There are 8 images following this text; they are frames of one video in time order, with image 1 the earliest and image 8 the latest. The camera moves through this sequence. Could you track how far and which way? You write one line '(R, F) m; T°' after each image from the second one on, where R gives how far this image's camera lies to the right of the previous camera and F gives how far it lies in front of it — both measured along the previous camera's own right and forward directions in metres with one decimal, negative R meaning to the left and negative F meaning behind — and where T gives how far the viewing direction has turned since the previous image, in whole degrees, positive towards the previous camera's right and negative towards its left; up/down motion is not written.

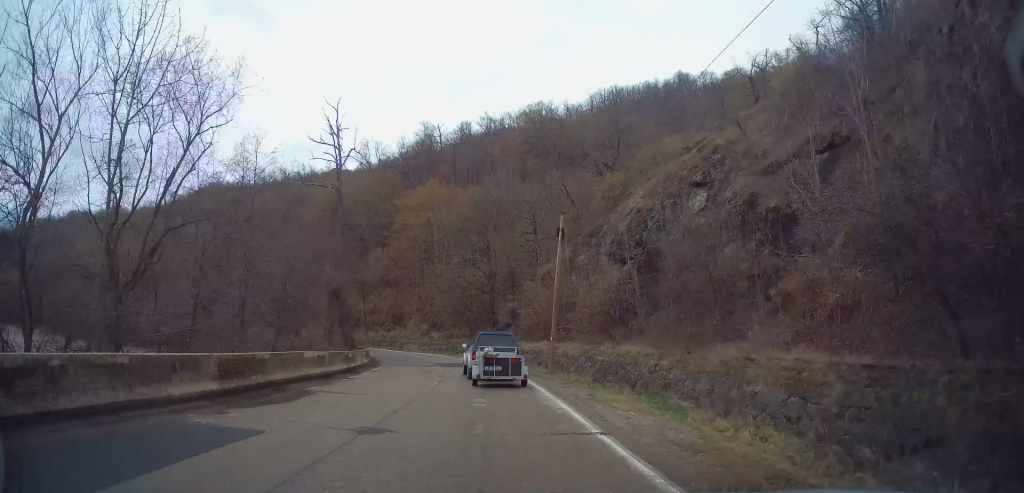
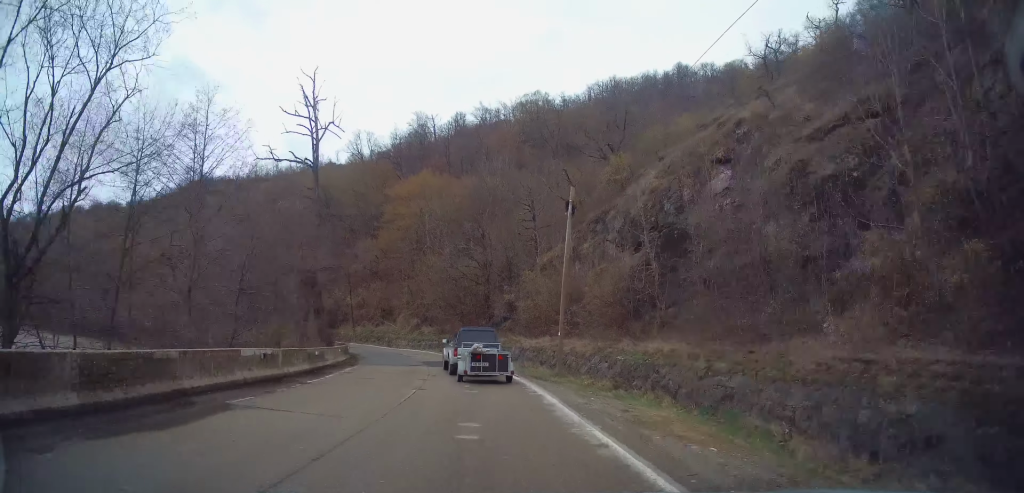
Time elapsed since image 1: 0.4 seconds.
(+0.4, +4.2) m; 0°
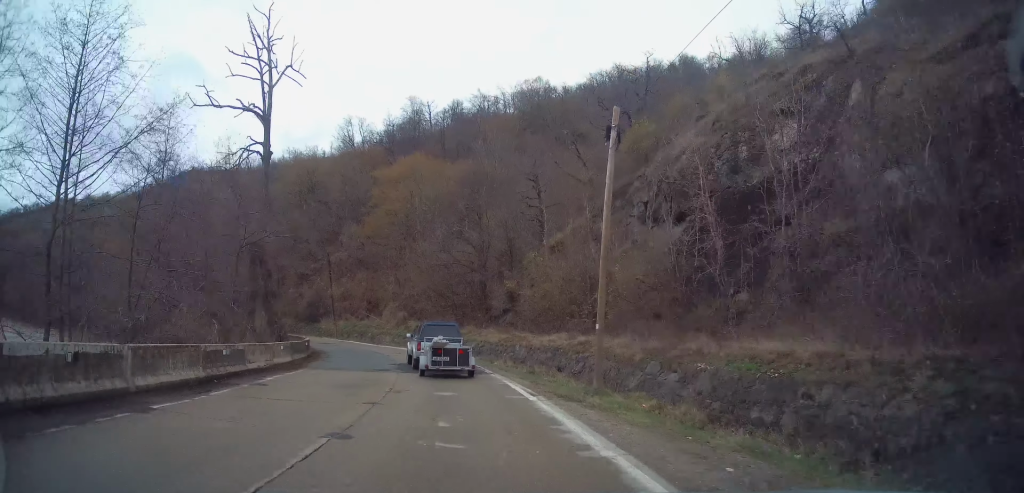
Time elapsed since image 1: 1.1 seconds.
(-0.6, +7.2) m; -3°
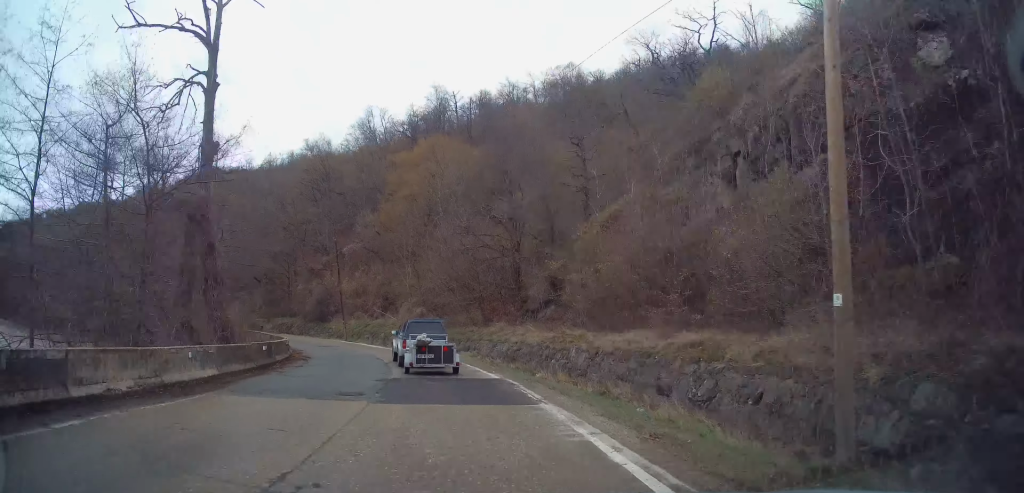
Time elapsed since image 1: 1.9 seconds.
(-0.2, +8.2) m; -3°
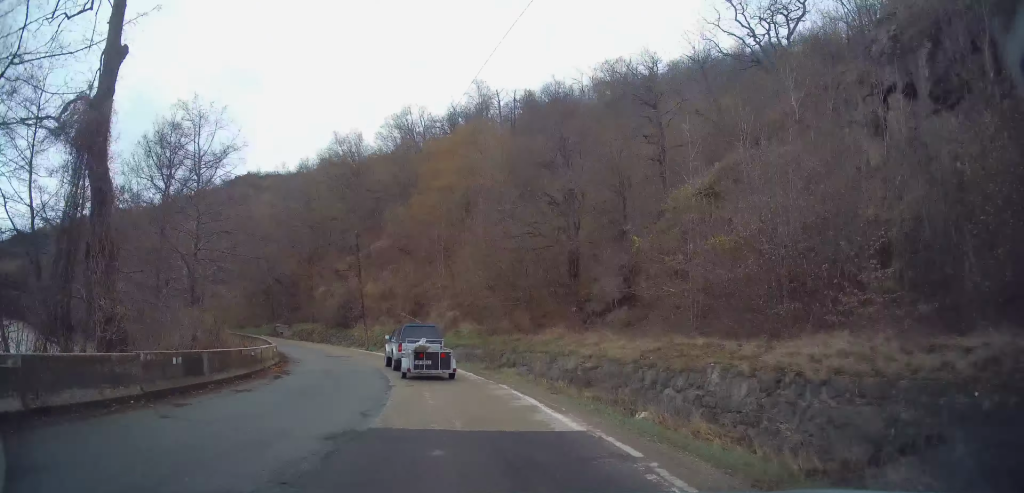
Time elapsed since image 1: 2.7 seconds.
(-0.1, +7.8) m; -3°
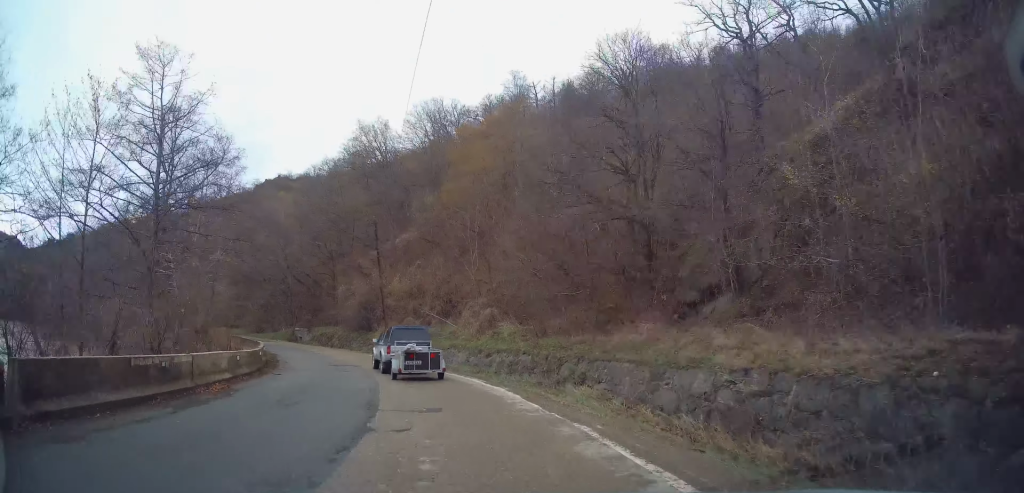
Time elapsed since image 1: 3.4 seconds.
(0.0, +7.1) m; -4°
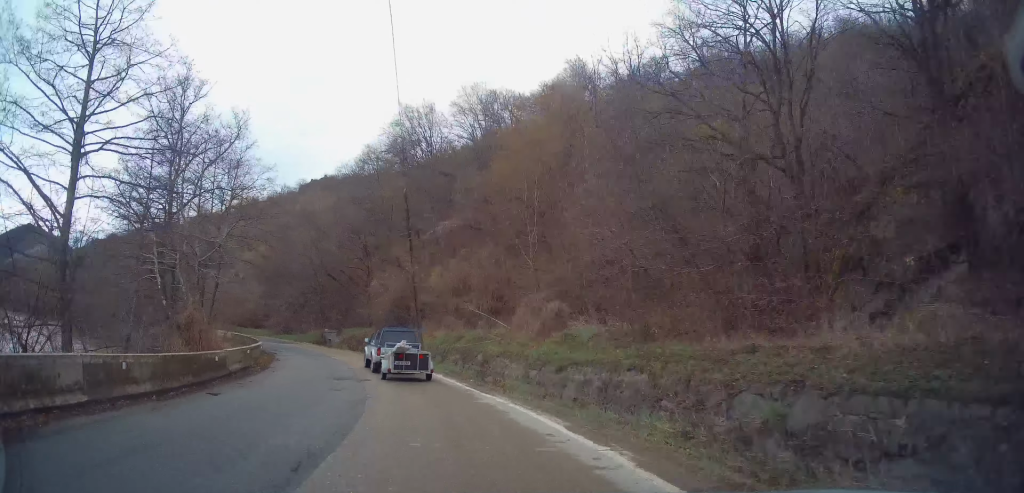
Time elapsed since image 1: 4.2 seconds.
(-0.6, +8.0) m; -7°
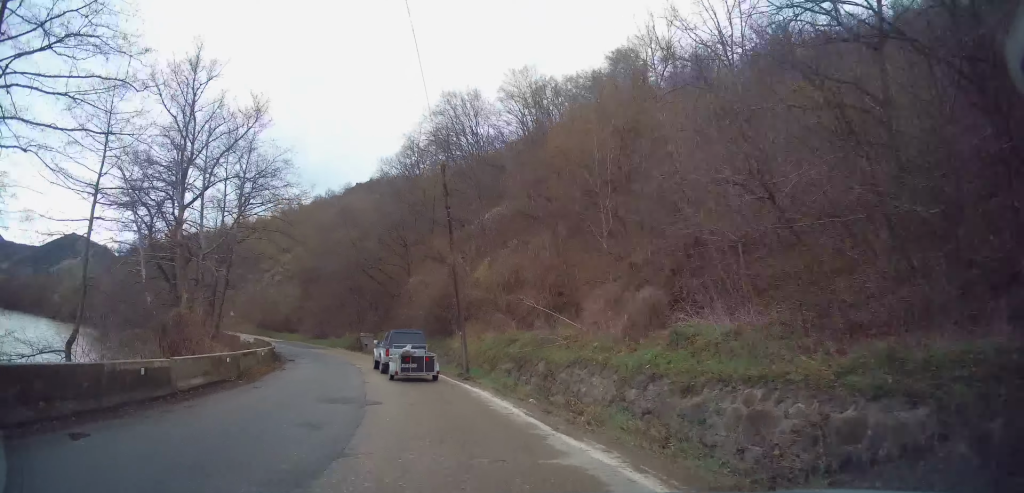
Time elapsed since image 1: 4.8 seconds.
(-0.3, +6.0) m; -5°
